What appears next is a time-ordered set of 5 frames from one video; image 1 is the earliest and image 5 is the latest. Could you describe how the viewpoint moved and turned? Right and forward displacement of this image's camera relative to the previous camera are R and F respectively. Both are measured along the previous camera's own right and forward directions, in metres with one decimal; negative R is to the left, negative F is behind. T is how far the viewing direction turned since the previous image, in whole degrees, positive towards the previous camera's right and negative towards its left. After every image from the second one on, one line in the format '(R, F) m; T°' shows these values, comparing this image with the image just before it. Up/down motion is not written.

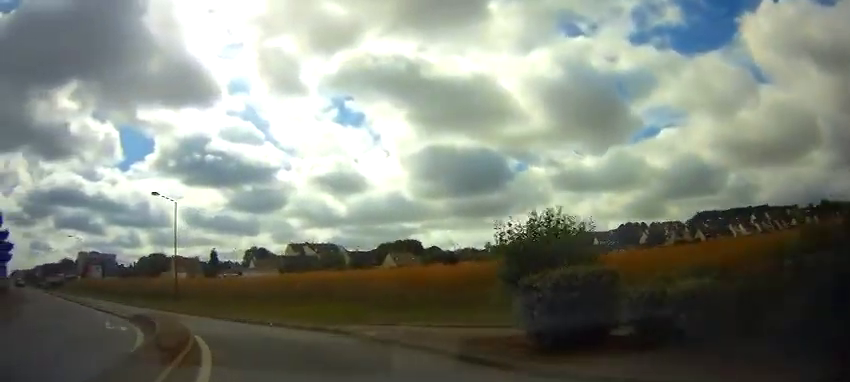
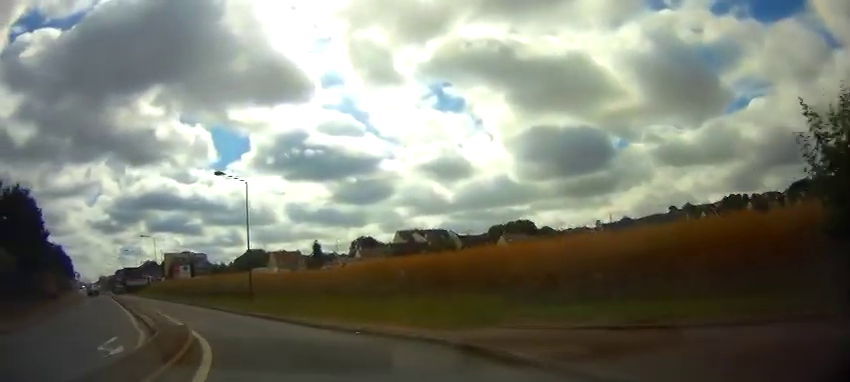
(-0.7, +5.4) m; -13°
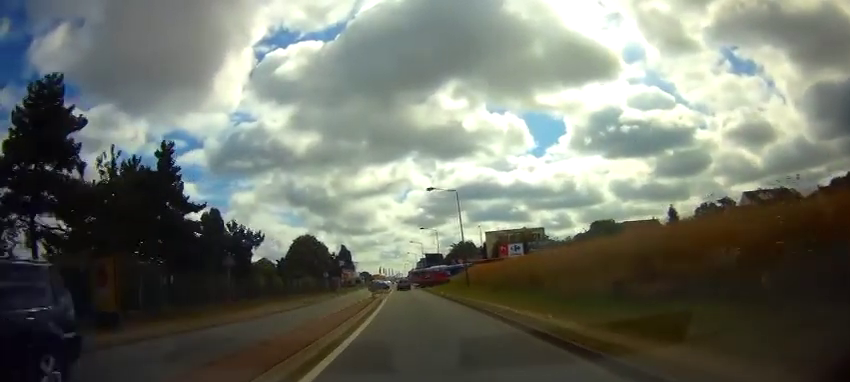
(-11.1, +27.9) m; -29°
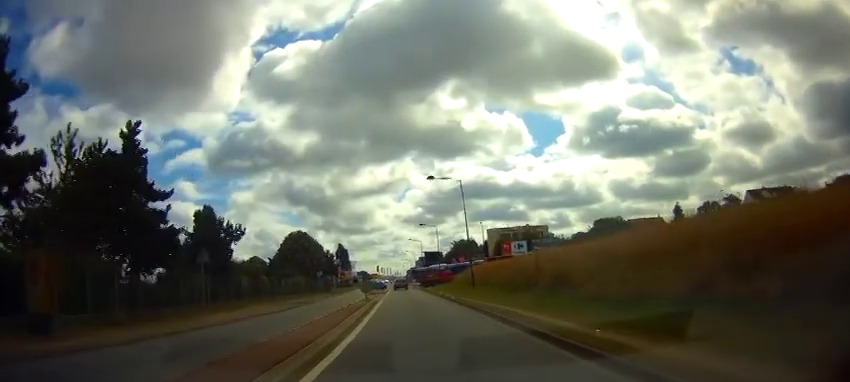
(+0.1, +3.6) m; +1°
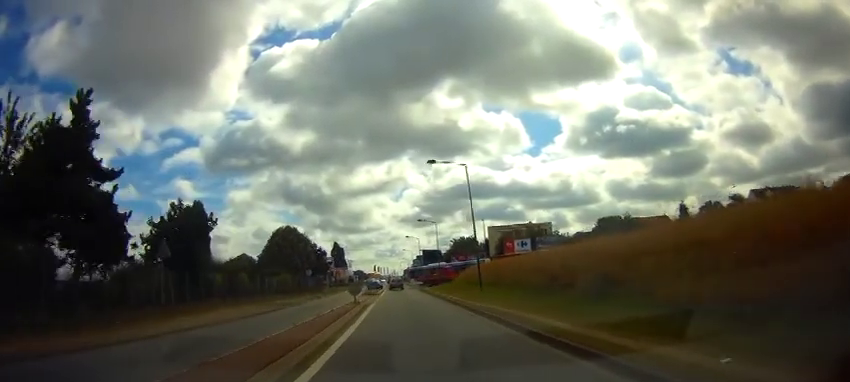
(0.0, +3.3) m; -1°
